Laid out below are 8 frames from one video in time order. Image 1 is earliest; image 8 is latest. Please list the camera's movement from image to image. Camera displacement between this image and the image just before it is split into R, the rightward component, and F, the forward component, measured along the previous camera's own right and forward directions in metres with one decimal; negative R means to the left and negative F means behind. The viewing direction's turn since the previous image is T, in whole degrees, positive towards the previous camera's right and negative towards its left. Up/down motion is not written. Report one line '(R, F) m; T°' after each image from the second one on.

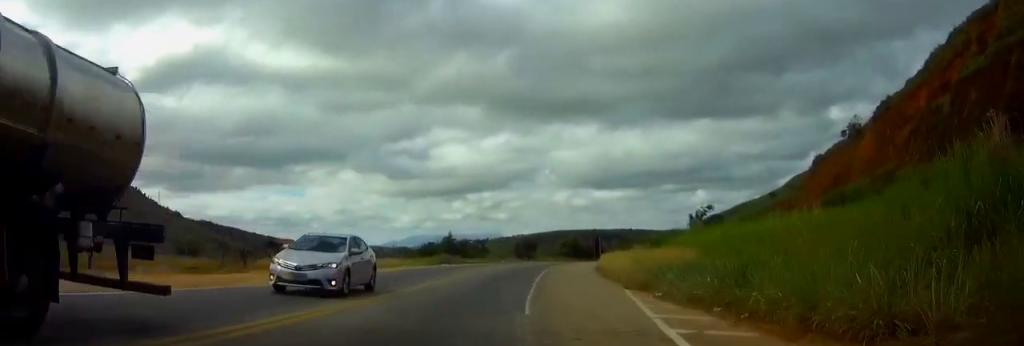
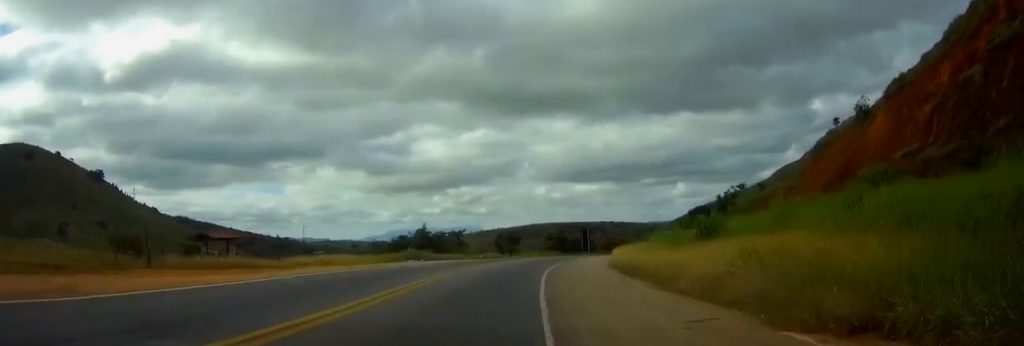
(+0.3, +13.8) m; +2°
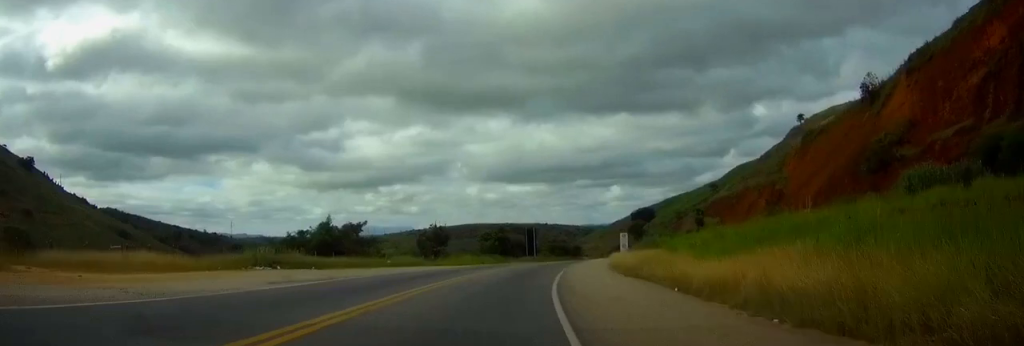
(+1.4, +29.5) m; +6°
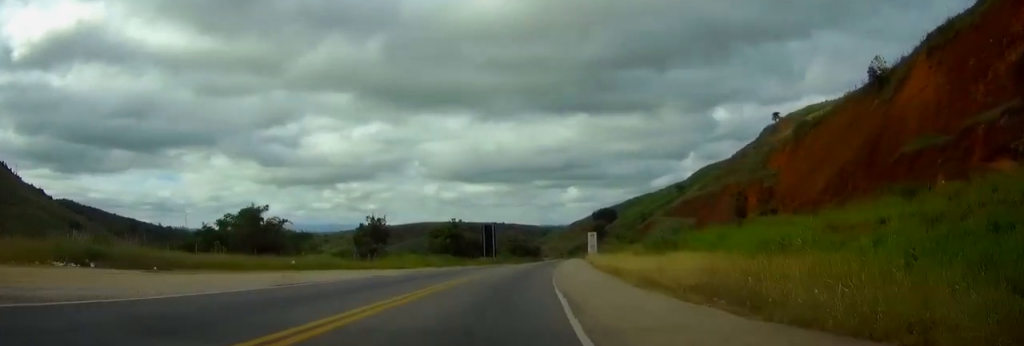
(+0.6, +17.4) m; +3°
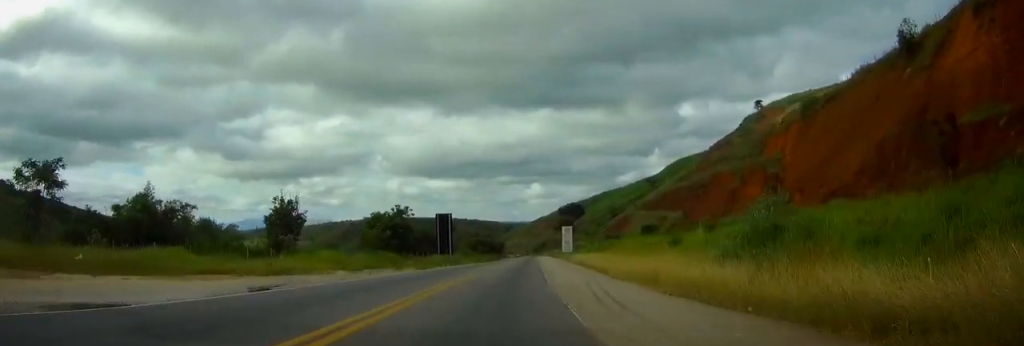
(+0.5, +21.3) m; +2°
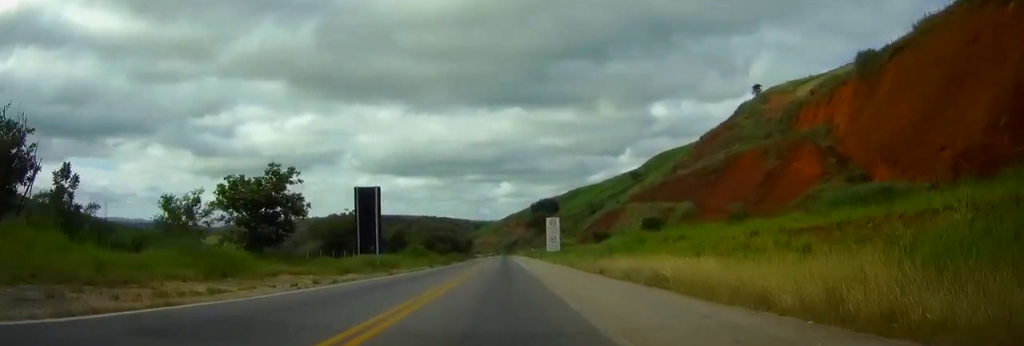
(+0.8, +33.5) m; +2°
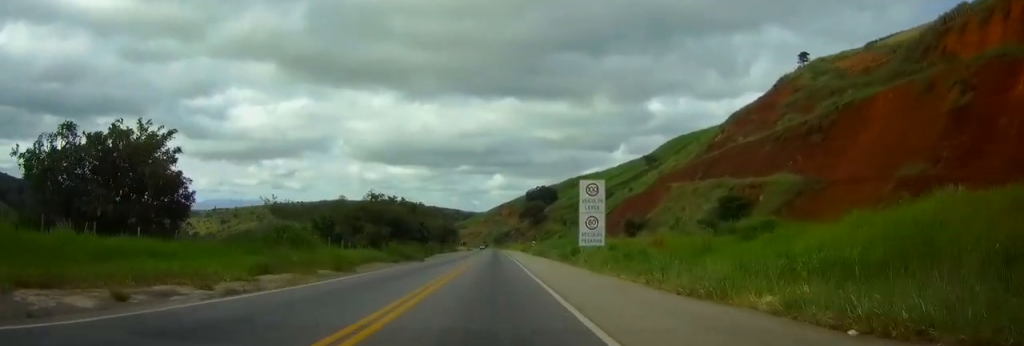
(+0.4, +51.2) m; +1°
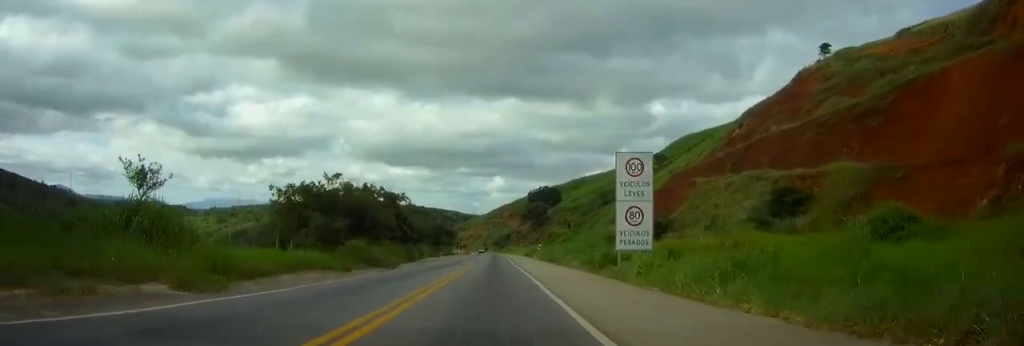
(0.0, +16.0) m; 0°
